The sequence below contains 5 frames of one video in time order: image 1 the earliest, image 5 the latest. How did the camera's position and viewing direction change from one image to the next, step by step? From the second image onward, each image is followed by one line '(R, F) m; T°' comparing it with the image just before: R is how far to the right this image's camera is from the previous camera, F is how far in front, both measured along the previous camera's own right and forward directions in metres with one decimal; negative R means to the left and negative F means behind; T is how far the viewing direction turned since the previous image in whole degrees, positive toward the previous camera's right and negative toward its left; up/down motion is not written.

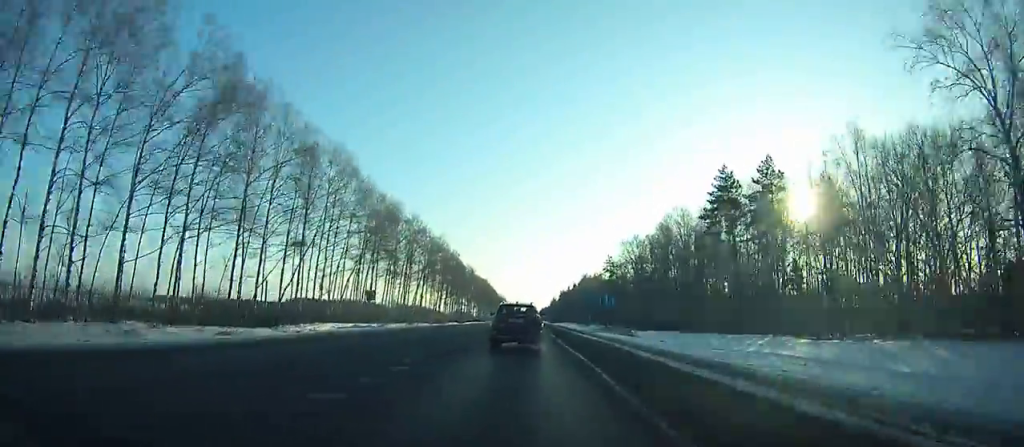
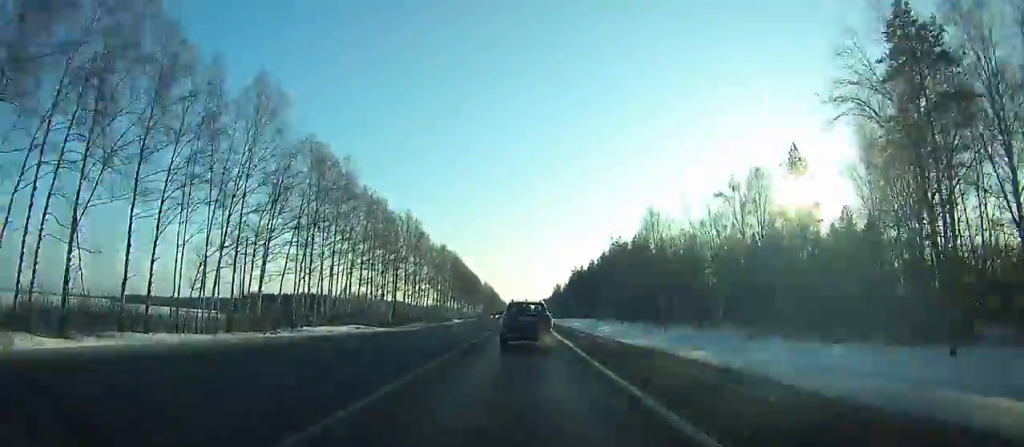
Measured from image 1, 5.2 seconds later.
(-0.8, +120.5) m; 0°
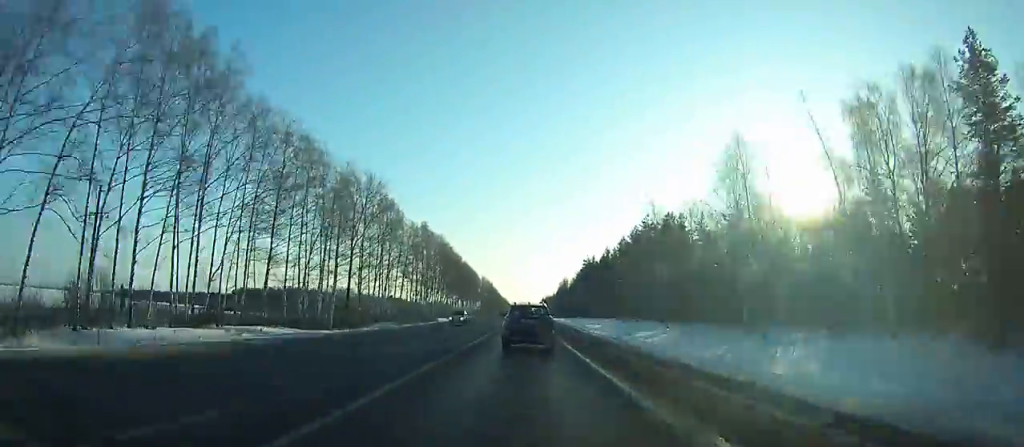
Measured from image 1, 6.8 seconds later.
(+0.1, +36.5) m; 0°
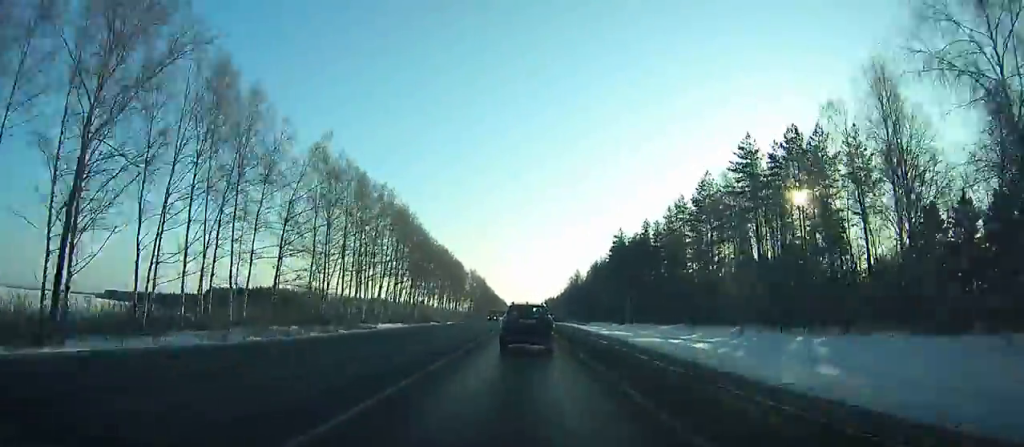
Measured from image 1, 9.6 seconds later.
(-0.1, +63.2) m; 0°
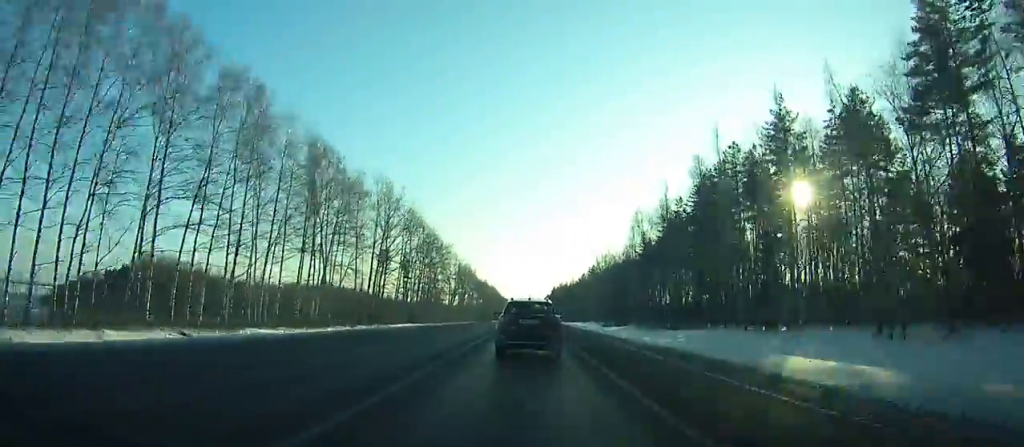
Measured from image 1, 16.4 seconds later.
(0.0, +146.3) m; 0°
